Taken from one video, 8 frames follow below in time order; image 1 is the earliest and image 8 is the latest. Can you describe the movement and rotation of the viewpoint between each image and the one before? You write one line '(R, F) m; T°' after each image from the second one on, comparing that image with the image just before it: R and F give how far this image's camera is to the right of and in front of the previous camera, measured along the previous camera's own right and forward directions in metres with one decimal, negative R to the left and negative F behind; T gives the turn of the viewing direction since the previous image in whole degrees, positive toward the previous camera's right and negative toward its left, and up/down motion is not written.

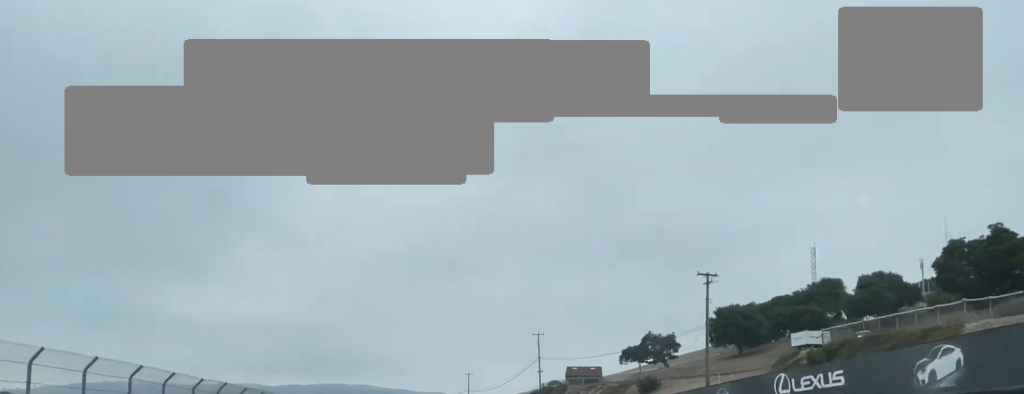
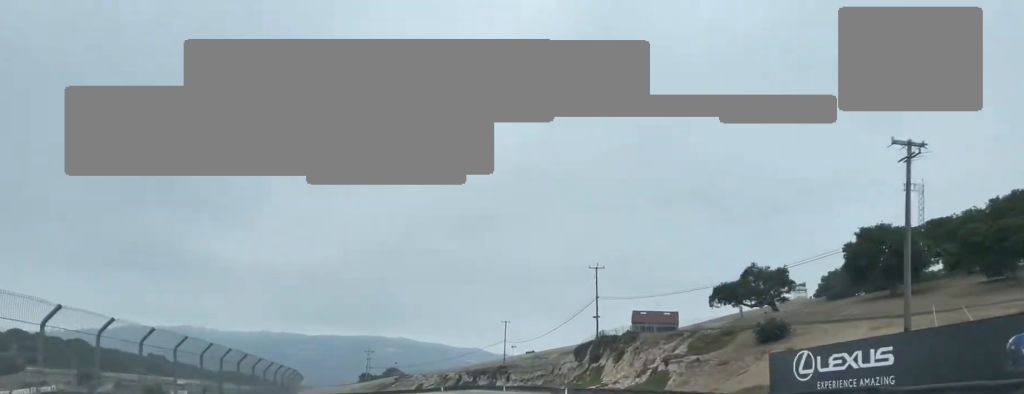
(-1.2, +38.2) m; -4°
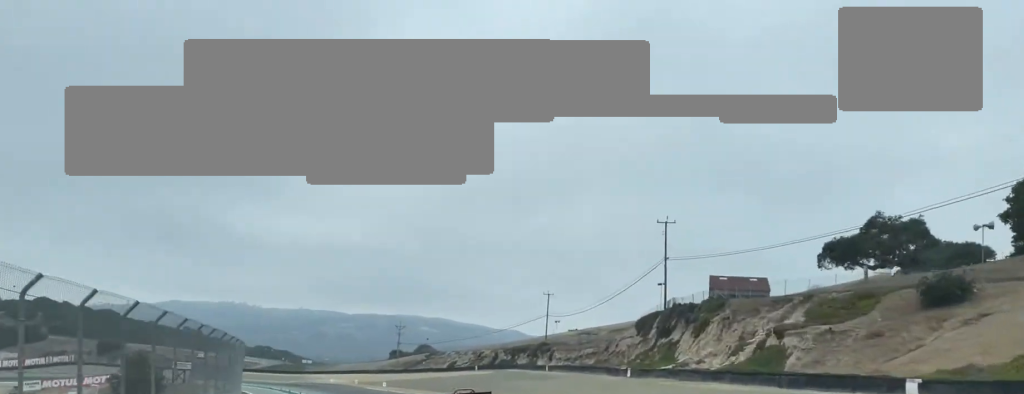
(-0.3, +23.3) m; -3°
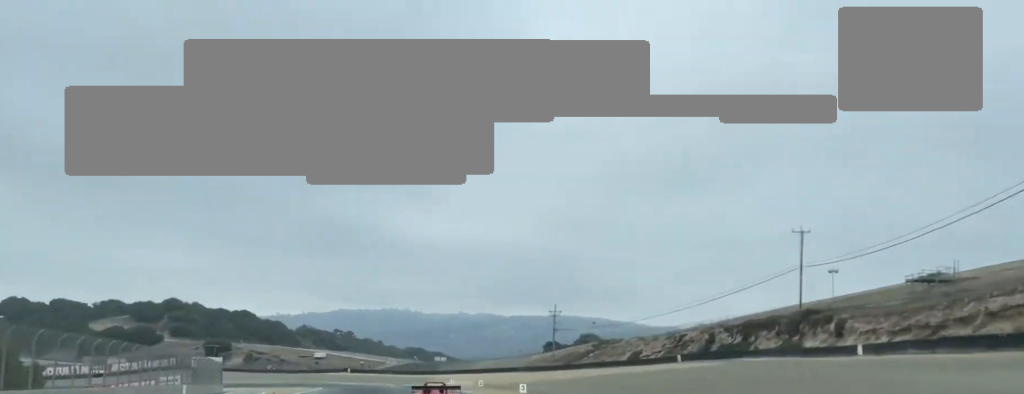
(-6.0, +67.3) m; -9°
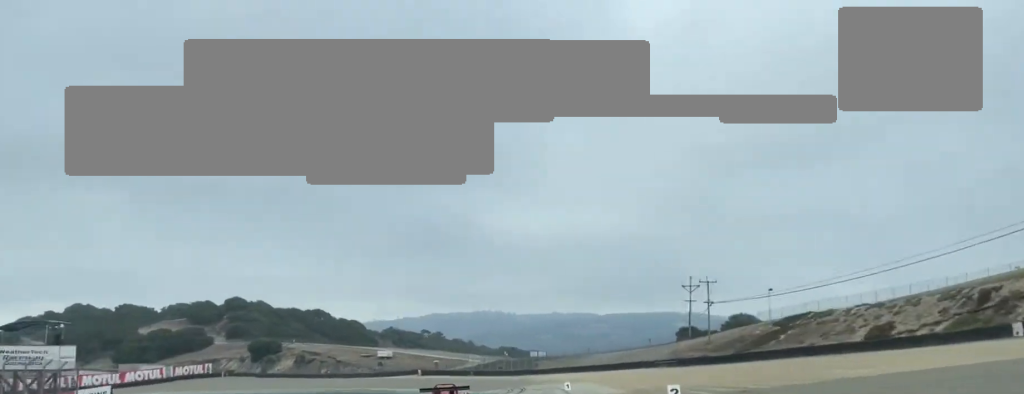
(-2.3, +50.9) m; -4°
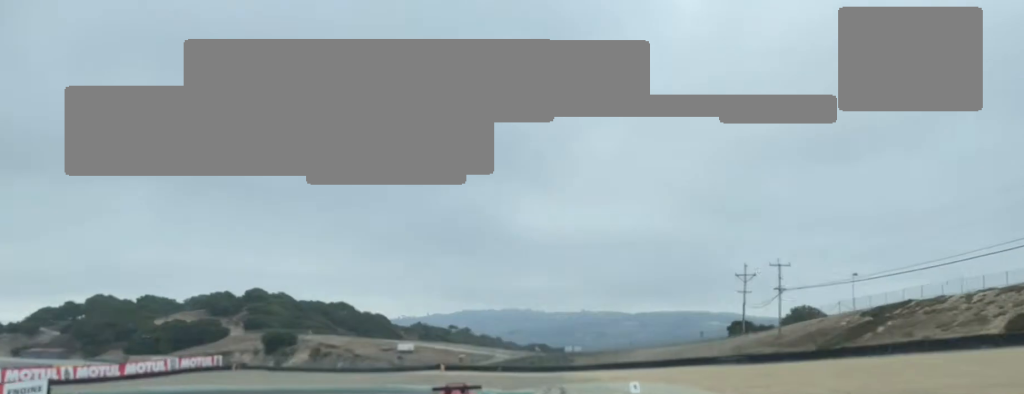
(-0.1, +15.4) m; -1°
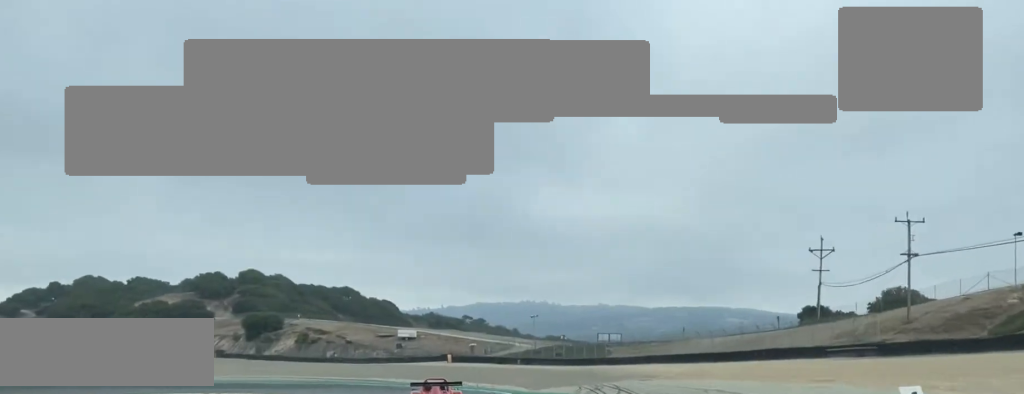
(-0.4, +23.0) m; -3°
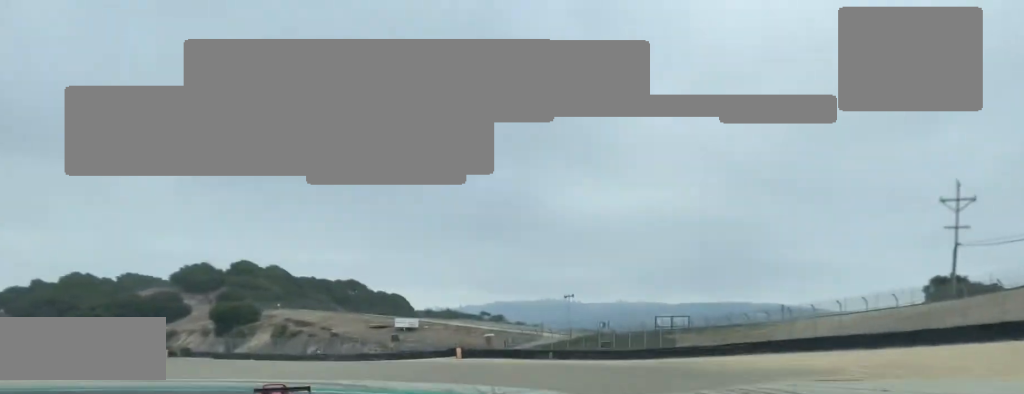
(-1.5, +29.0) m; -13°
